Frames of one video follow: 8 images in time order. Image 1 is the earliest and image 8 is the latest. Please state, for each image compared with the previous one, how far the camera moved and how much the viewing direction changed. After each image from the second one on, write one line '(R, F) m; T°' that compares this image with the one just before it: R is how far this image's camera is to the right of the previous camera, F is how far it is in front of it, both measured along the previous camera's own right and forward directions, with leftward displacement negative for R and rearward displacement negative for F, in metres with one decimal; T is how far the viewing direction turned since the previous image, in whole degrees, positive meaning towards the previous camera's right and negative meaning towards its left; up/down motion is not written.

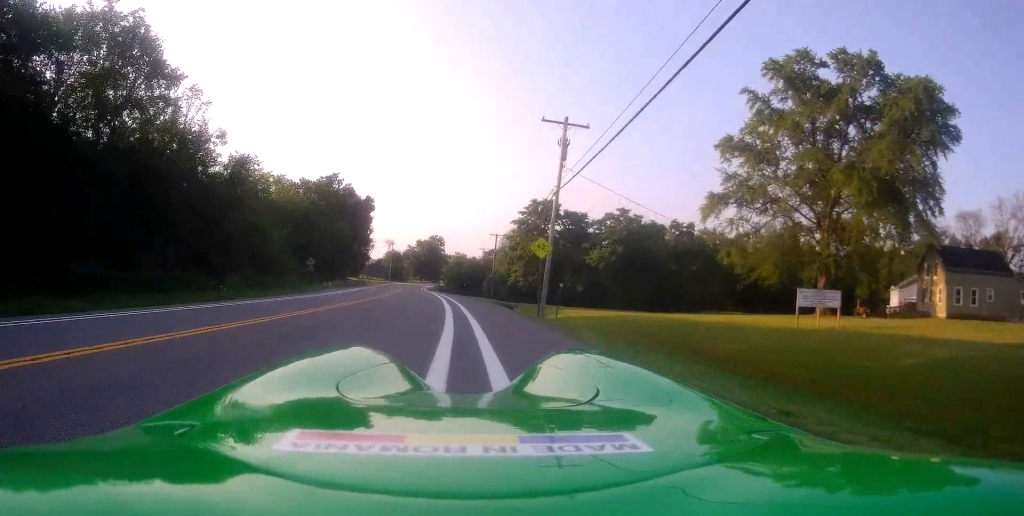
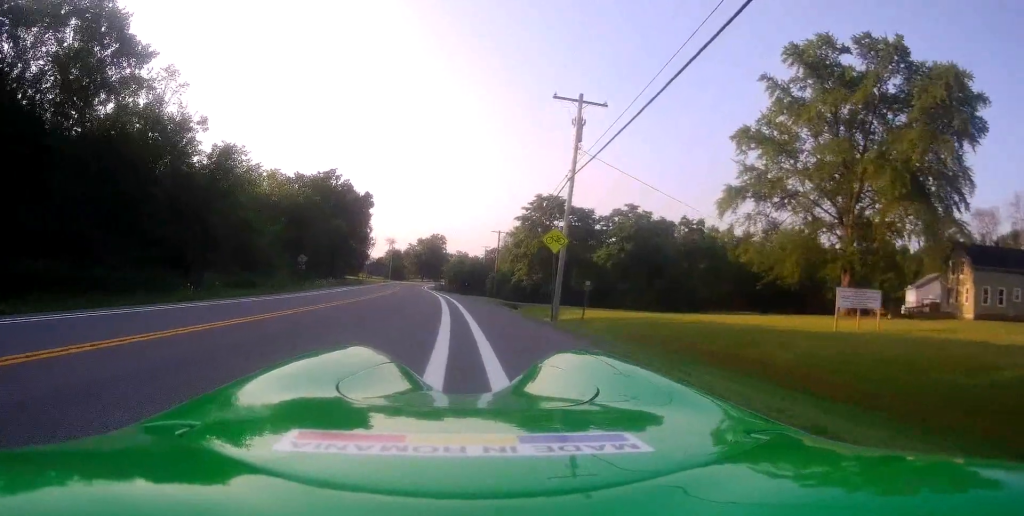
(0.0, +3.5) m; -1°
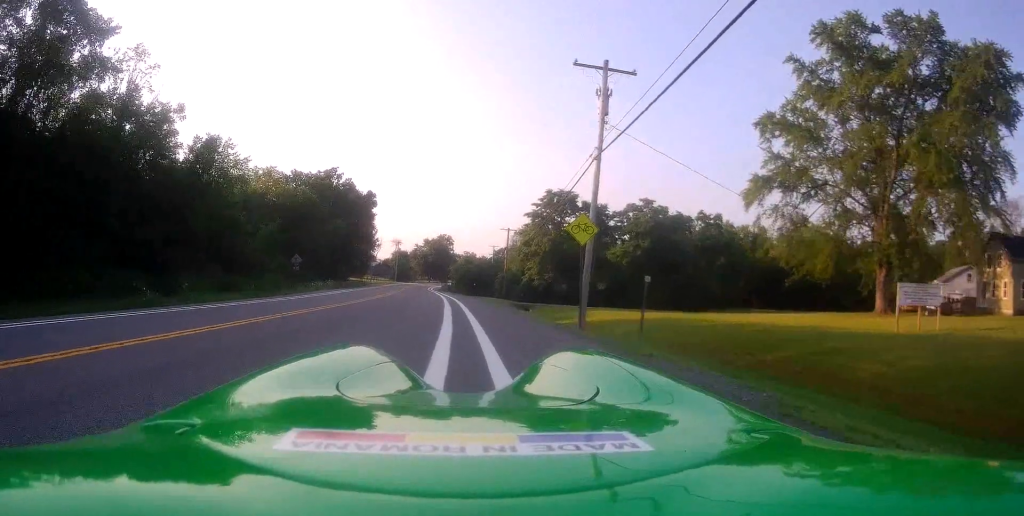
(0.0, +4.3) m; 0°
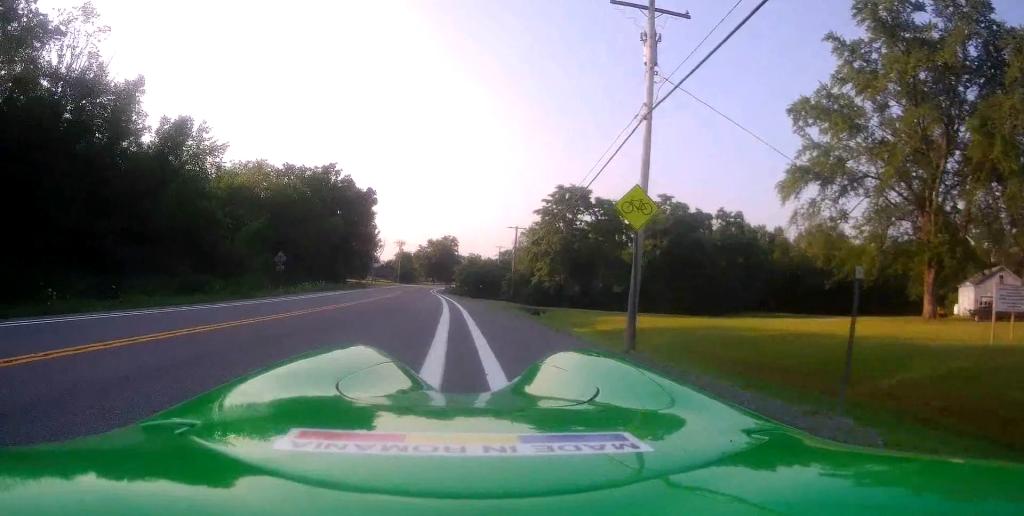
(0.0, +5.7) m; 0°
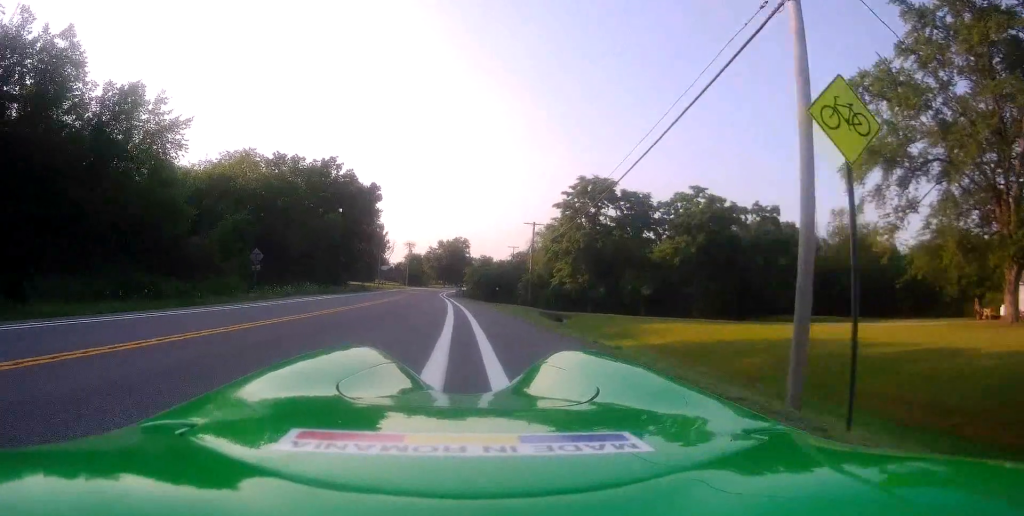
(0.0, +7.7) m; -2°
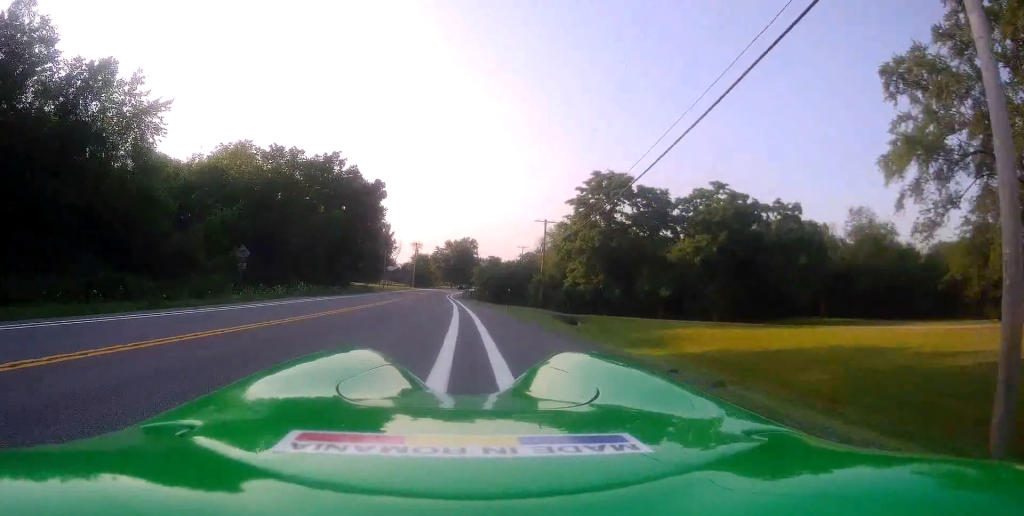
(-0.1, +3.5) m; 0°
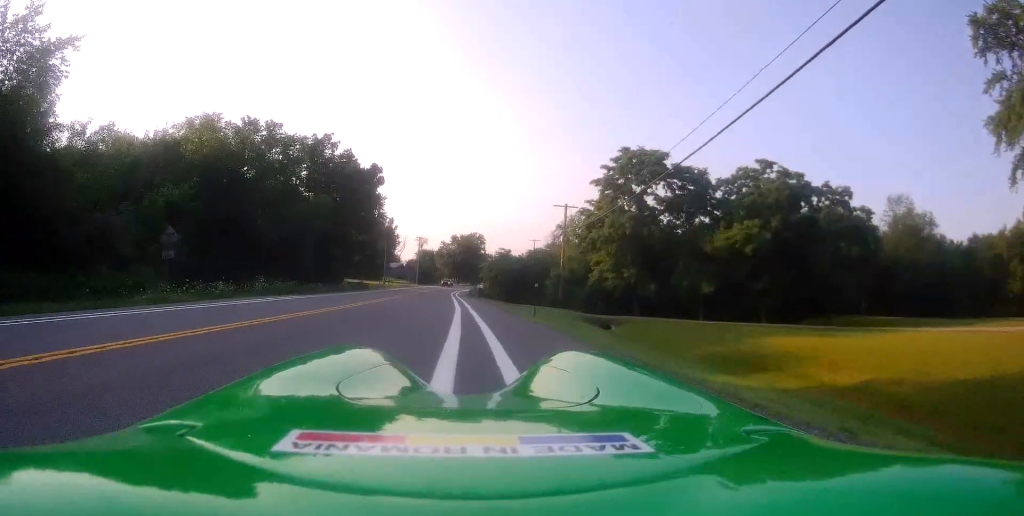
(0.0, +9.5) m; +1°
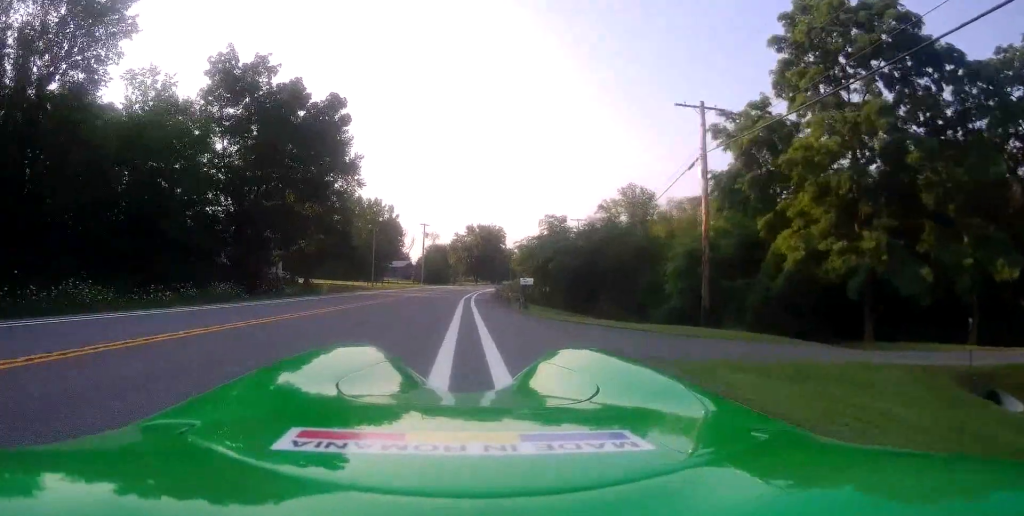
(-0.7, +33.1) m; -2°
